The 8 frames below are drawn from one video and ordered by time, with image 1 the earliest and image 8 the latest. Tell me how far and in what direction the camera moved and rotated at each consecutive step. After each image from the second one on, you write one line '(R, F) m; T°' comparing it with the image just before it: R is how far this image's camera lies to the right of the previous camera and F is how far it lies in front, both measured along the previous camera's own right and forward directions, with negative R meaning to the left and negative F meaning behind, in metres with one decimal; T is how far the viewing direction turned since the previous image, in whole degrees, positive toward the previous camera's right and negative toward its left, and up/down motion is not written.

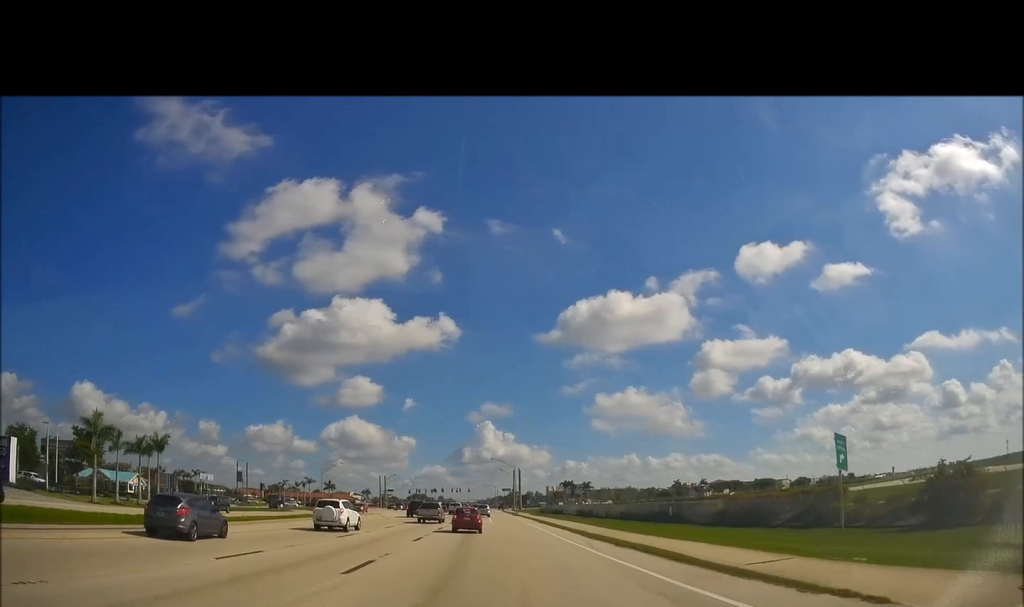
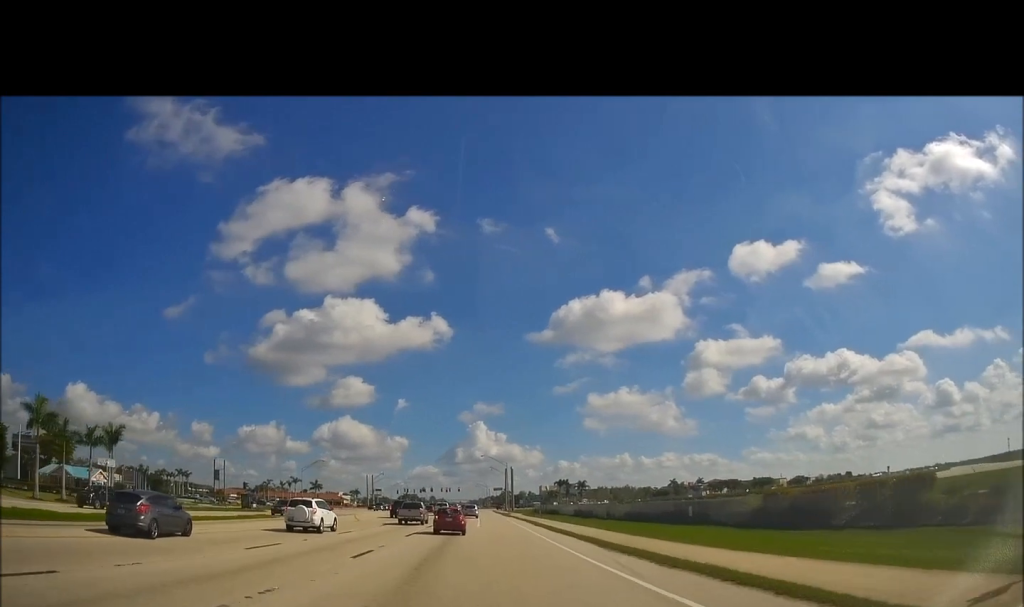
(+0.2, +8.9) m; 0°
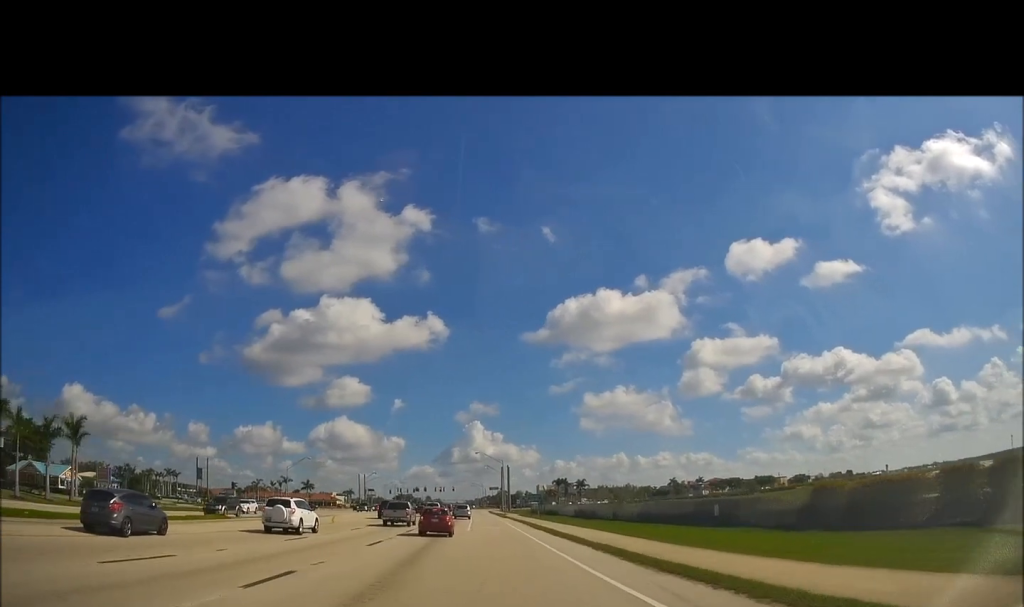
(-0.4, +7.0) m; 0°
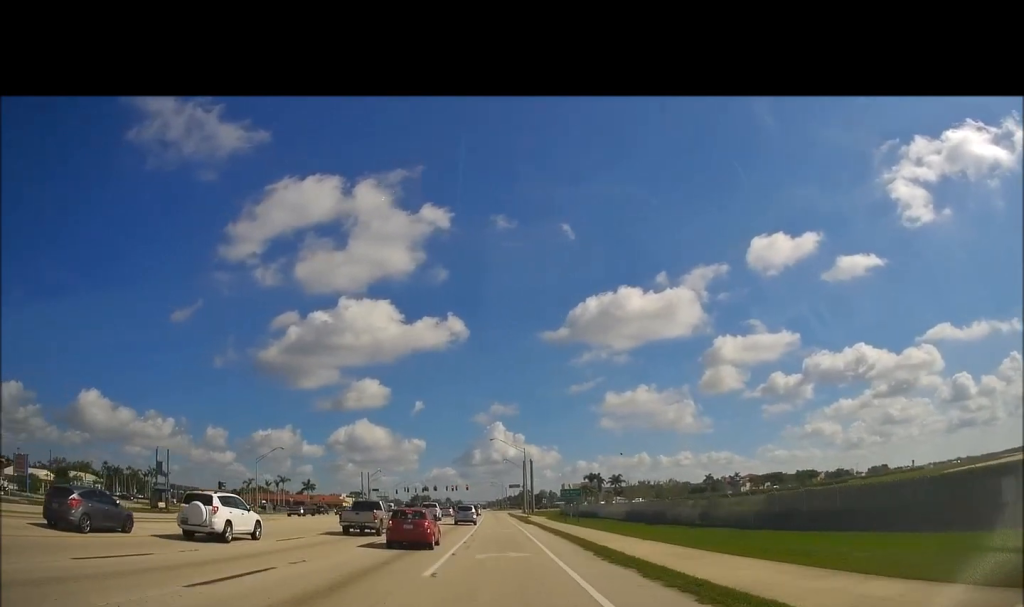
(+0.7, +24.5) m; +1°
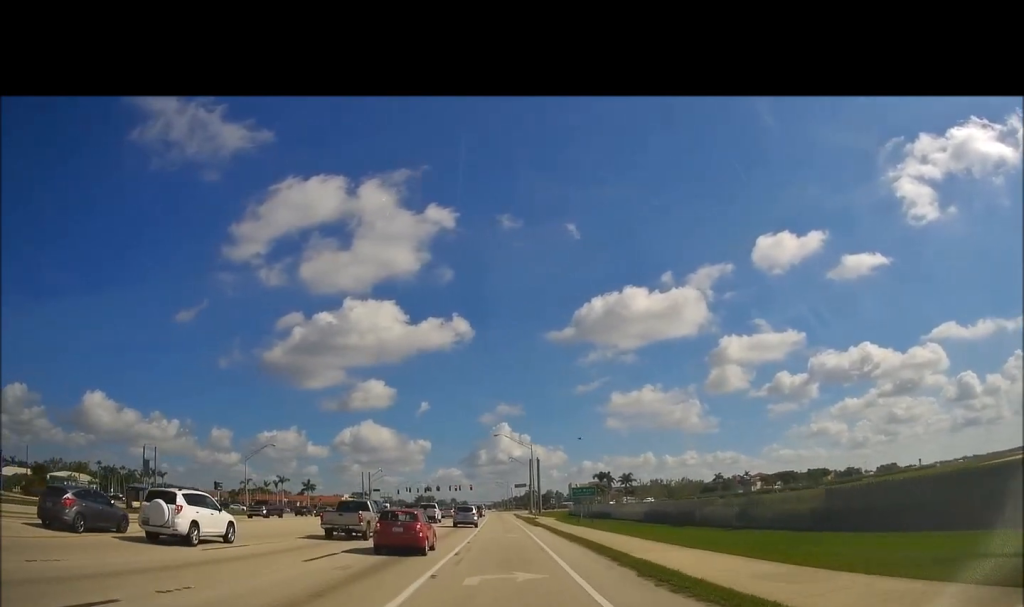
(0.0, +6.0) m; -2°
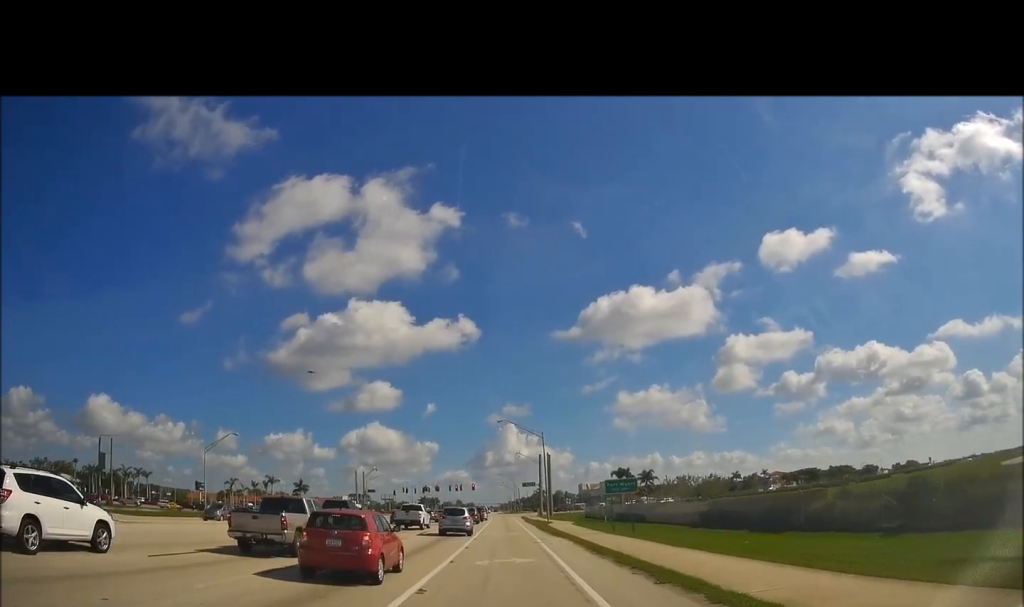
(-0.5, +14.8) m; -1°
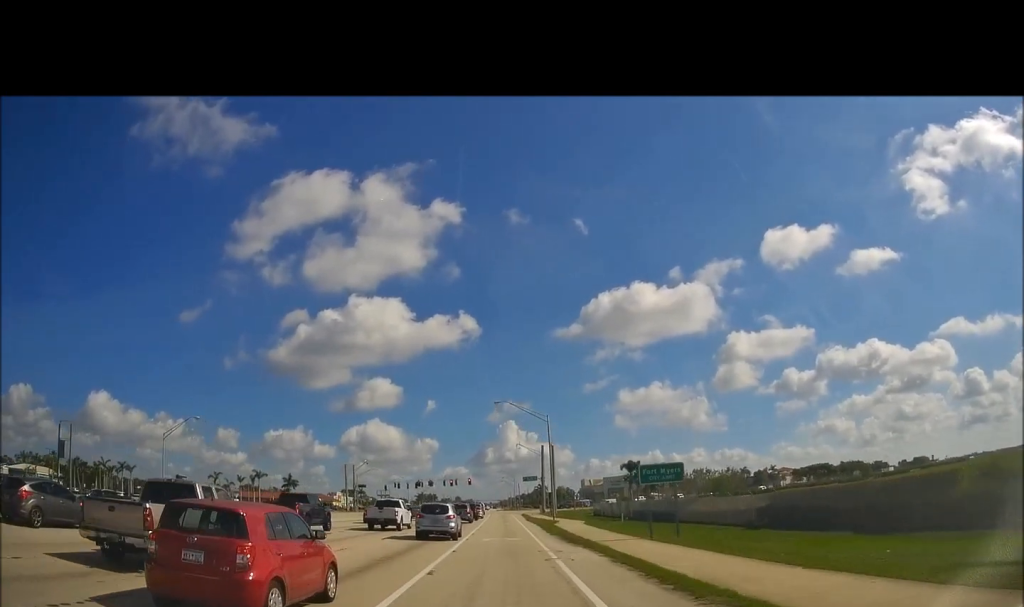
(+0.2, +10.2) m; 0°
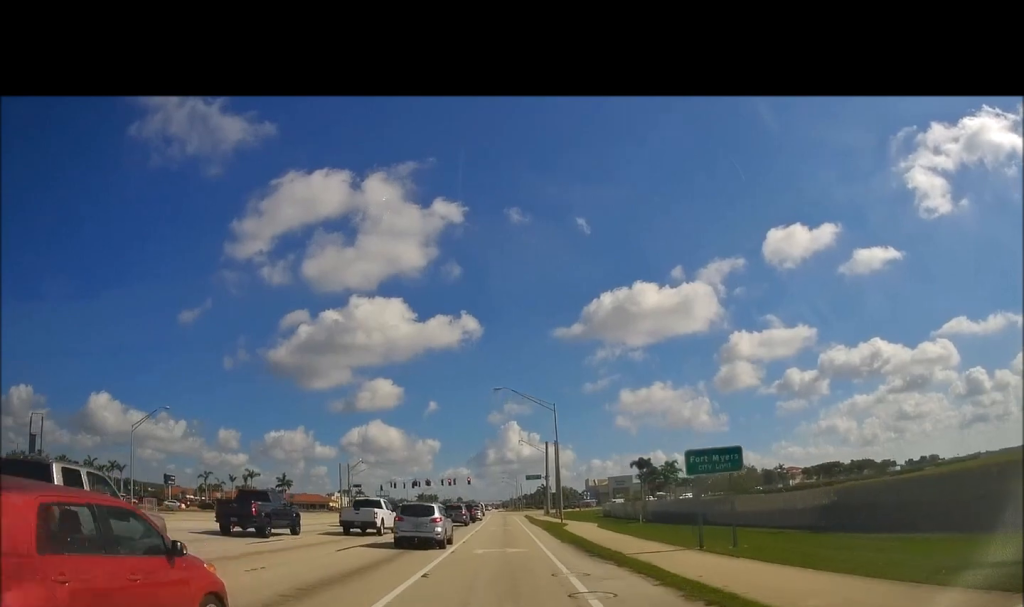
(+0.1, +7.0) m; 0°
